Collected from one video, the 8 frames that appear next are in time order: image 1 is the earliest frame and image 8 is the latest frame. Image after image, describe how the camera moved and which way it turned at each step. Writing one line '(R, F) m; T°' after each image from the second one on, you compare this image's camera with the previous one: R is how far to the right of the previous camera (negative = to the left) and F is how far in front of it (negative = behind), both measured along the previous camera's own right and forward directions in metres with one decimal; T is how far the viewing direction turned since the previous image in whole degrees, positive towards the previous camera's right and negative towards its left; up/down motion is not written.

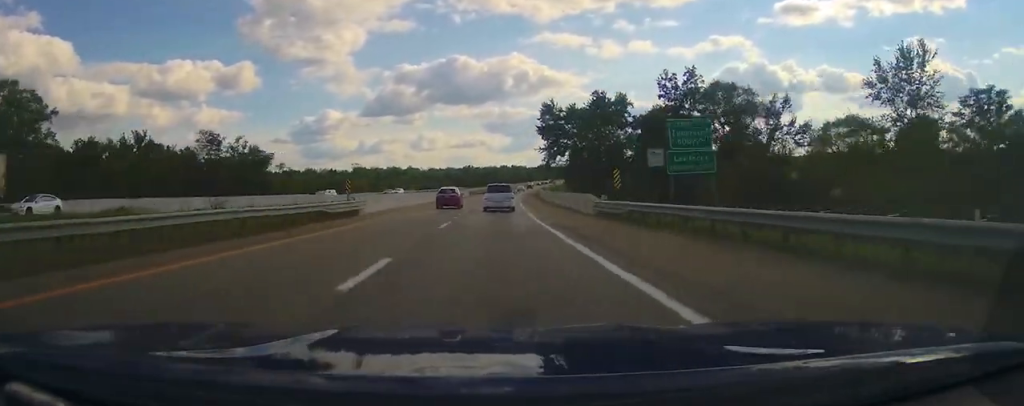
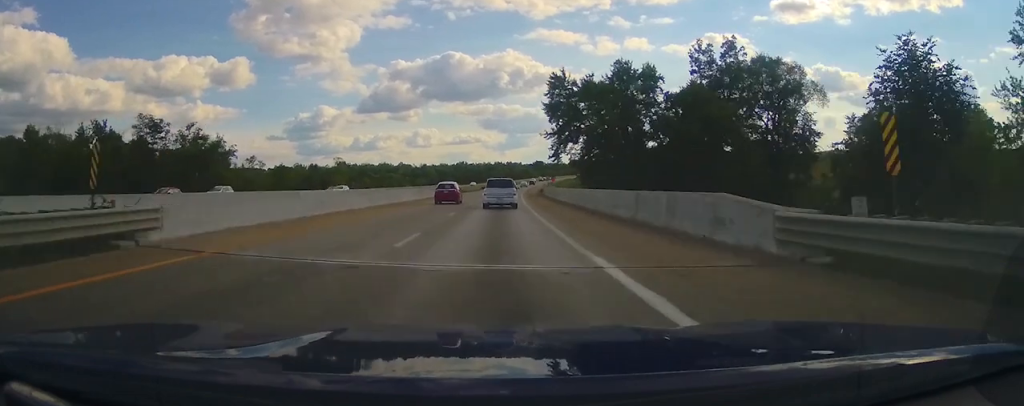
(0.0, +19.8) m; 0°
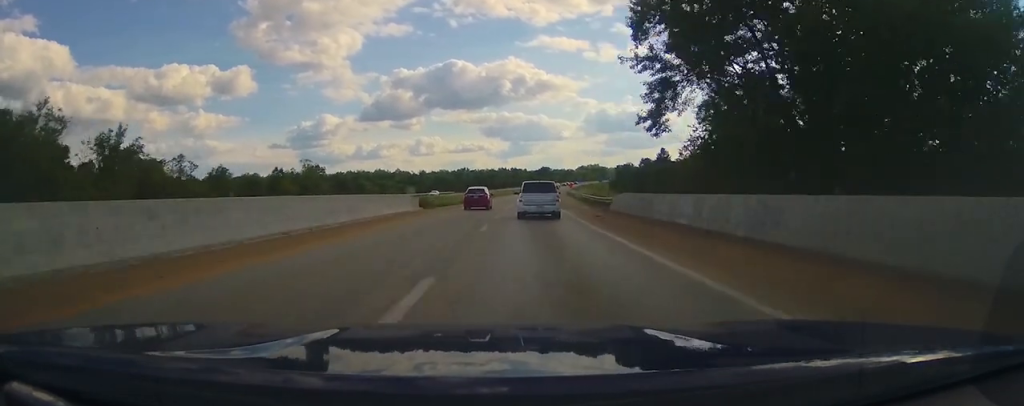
(0.0, +43.6) m; 0°
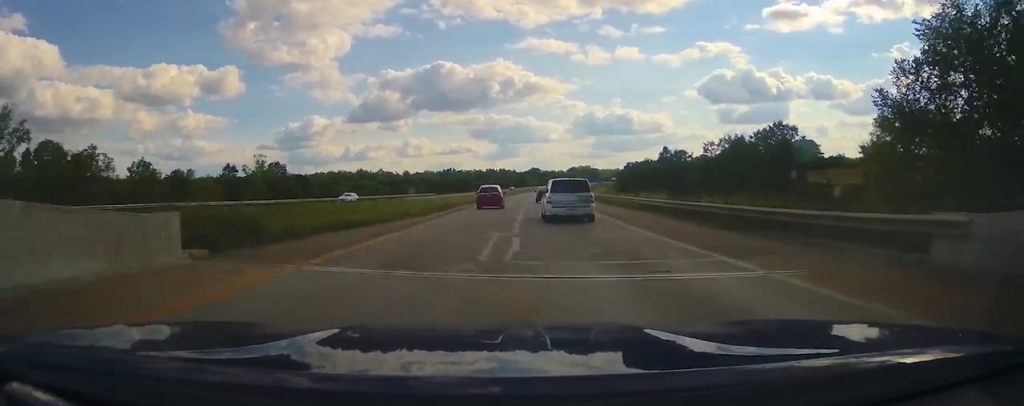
(0.0, +29.0) m; +2°
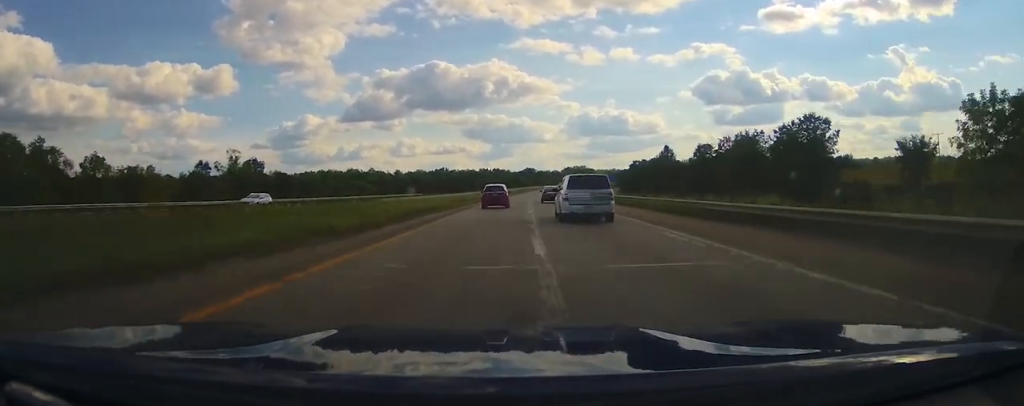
(+0.4, +13.5) m; +1°
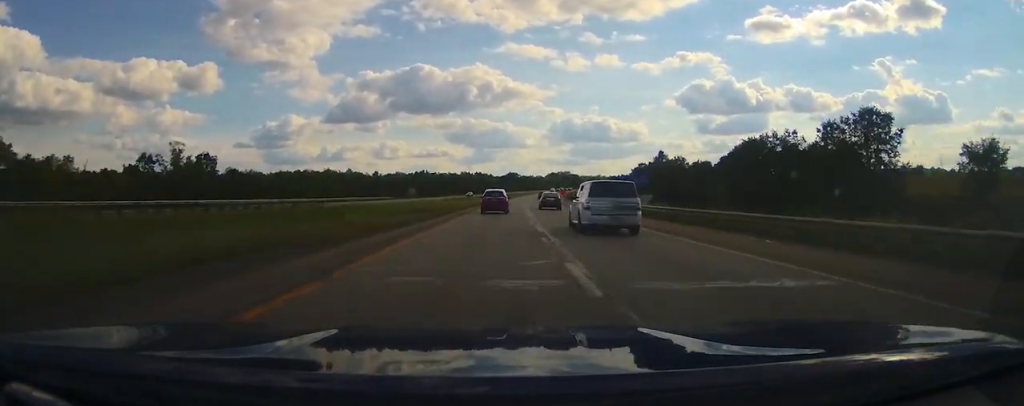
(+0.4, +20.7) m; +2°
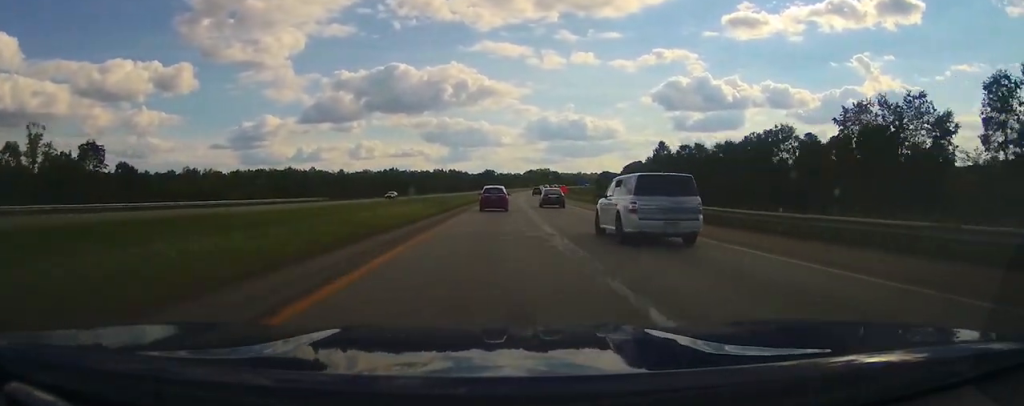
(+1.0, +40.3) m; +3°
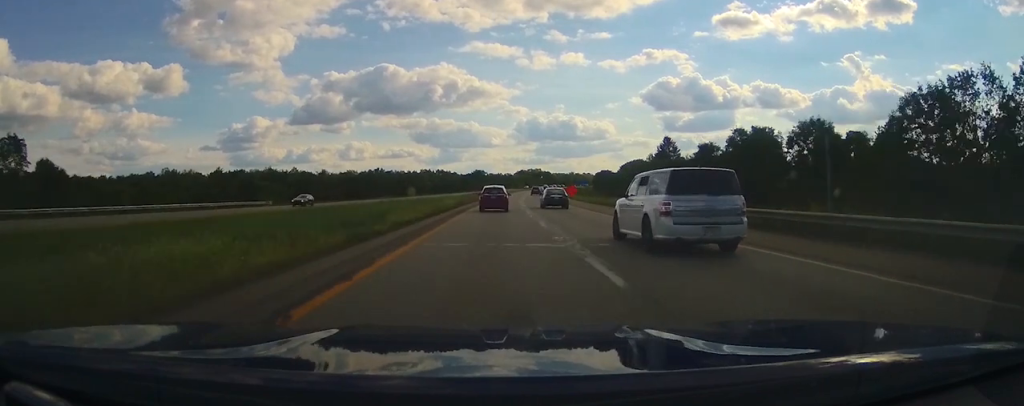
(+0.4, +21.6) m; +1°
